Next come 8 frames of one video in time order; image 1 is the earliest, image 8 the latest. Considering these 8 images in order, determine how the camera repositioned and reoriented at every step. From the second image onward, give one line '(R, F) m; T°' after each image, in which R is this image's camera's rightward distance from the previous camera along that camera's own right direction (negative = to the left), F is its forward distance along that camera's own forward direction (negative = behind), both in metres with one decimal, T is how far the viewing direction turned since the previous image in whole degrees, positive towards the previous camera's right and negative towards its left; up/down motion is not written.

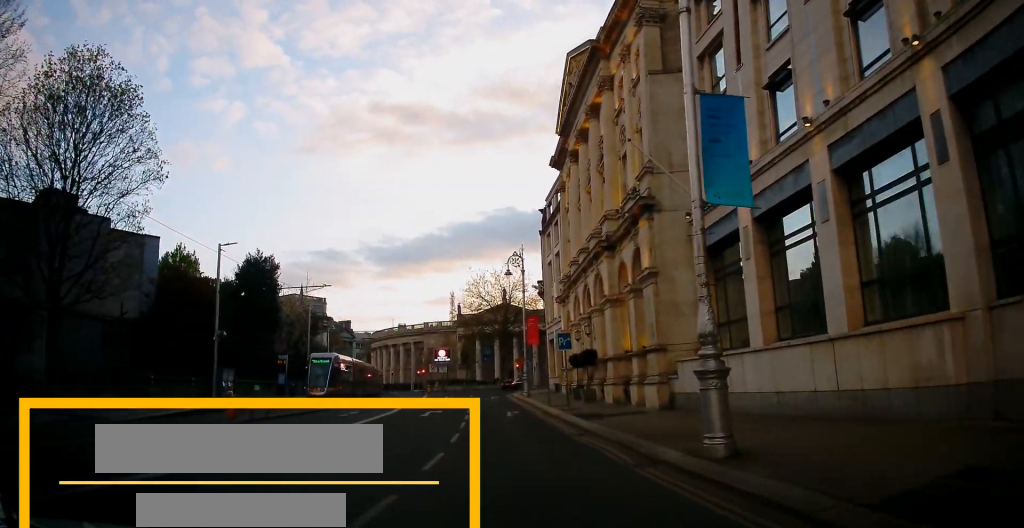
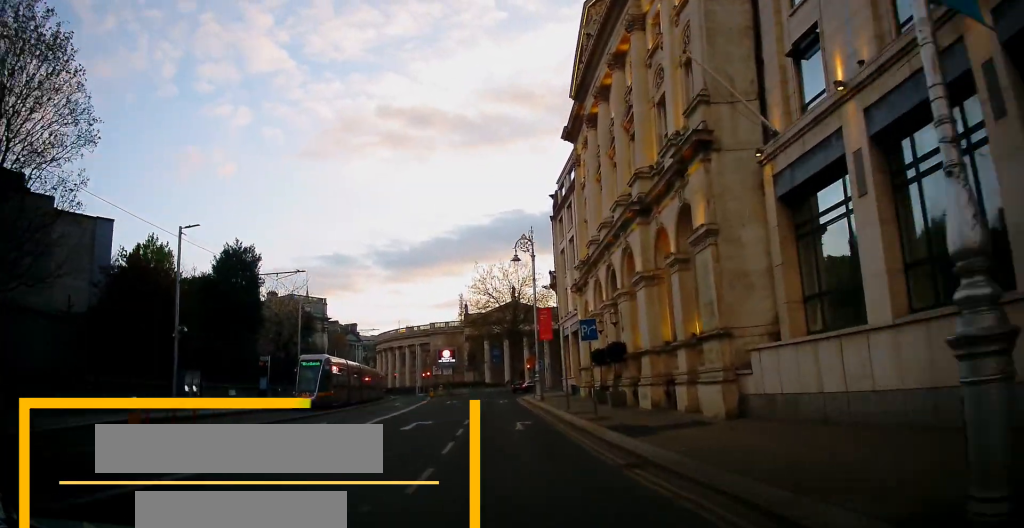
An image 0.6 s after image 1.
(0.0, +5.4) m; 0°
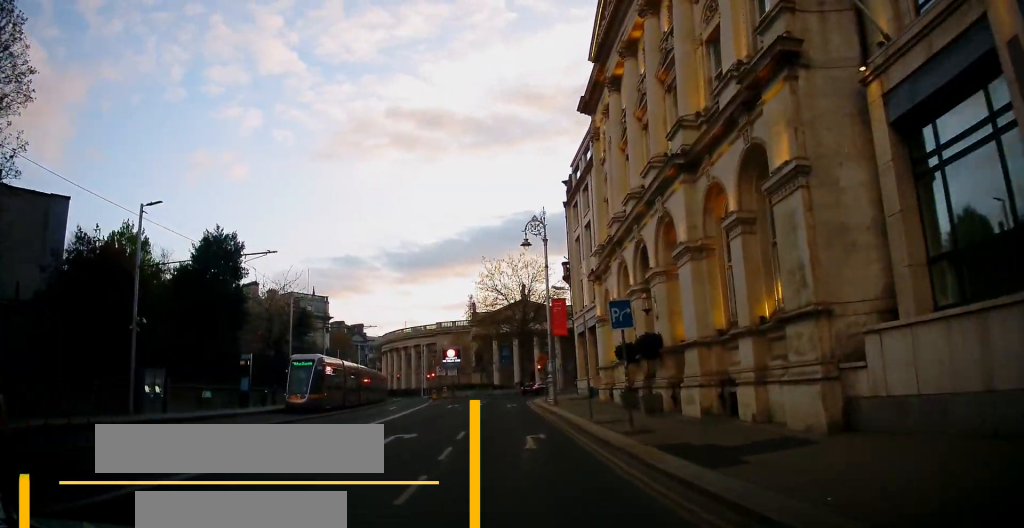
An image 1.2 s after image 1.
(0.0, +4.8) m; 0°
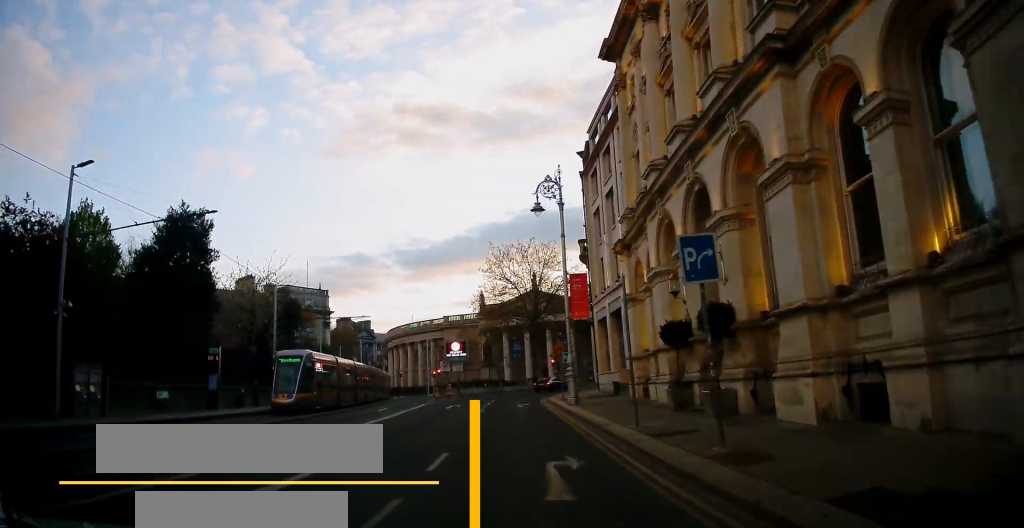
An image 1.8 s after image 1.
(0.0, +5.6) m; -1°
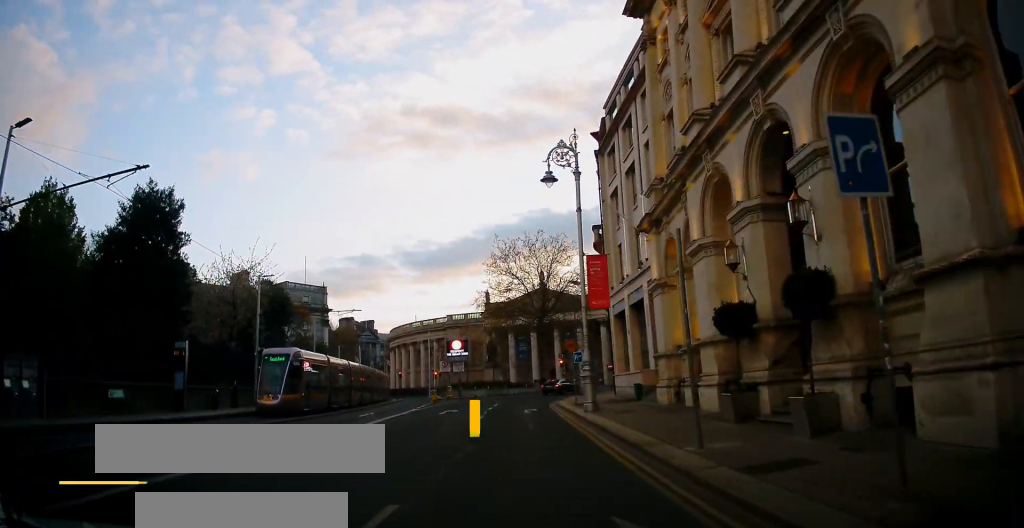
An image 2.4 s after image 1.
(0.0, +4.6) m; -1°
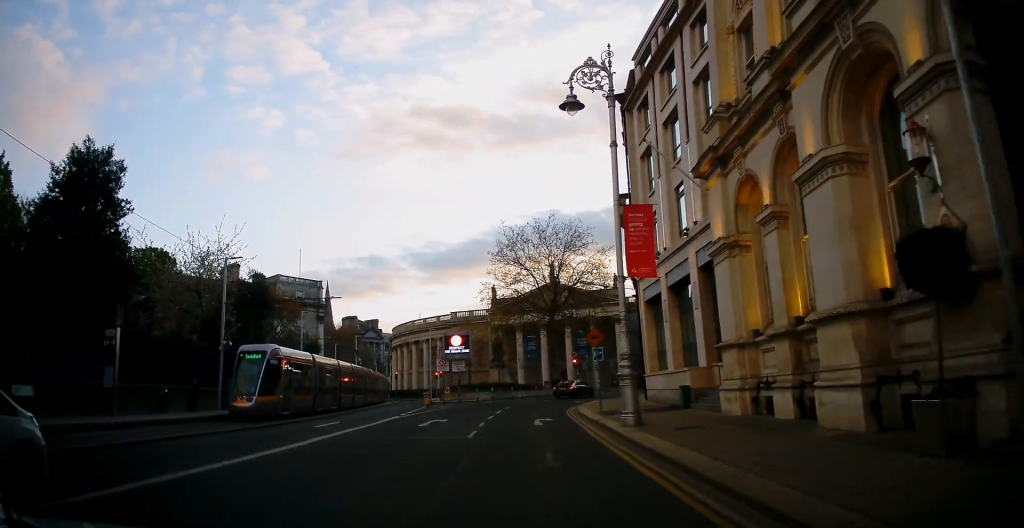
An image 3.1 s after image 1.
(-0.2, +6.7) m; -2°
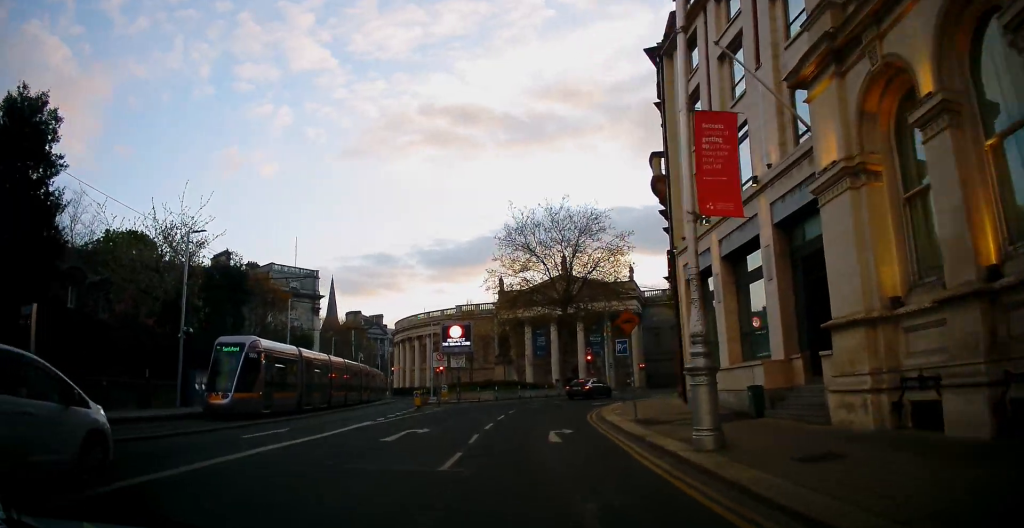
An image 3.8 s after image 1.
(-0.1, +6.3) m; +1°
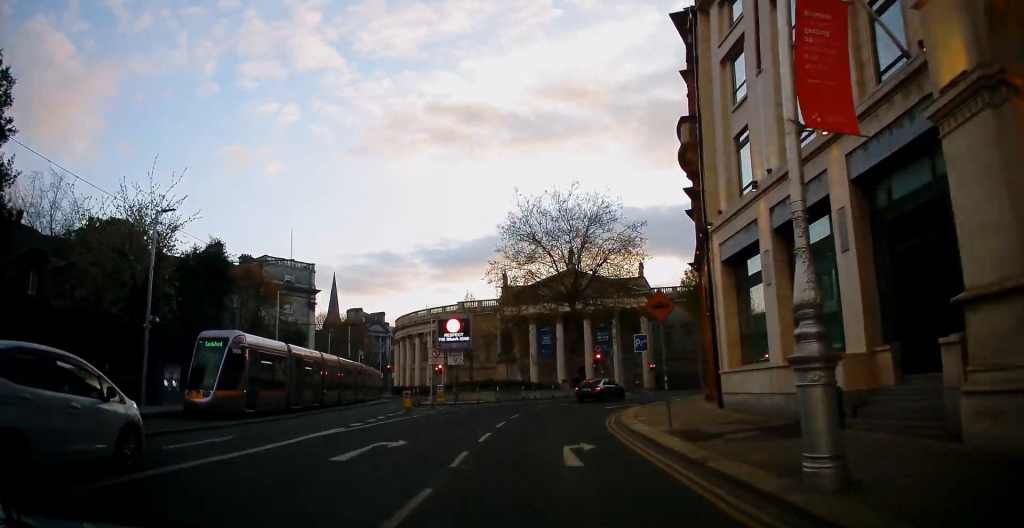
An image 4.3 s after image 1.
(-0.1, +3.8) m; +1°
